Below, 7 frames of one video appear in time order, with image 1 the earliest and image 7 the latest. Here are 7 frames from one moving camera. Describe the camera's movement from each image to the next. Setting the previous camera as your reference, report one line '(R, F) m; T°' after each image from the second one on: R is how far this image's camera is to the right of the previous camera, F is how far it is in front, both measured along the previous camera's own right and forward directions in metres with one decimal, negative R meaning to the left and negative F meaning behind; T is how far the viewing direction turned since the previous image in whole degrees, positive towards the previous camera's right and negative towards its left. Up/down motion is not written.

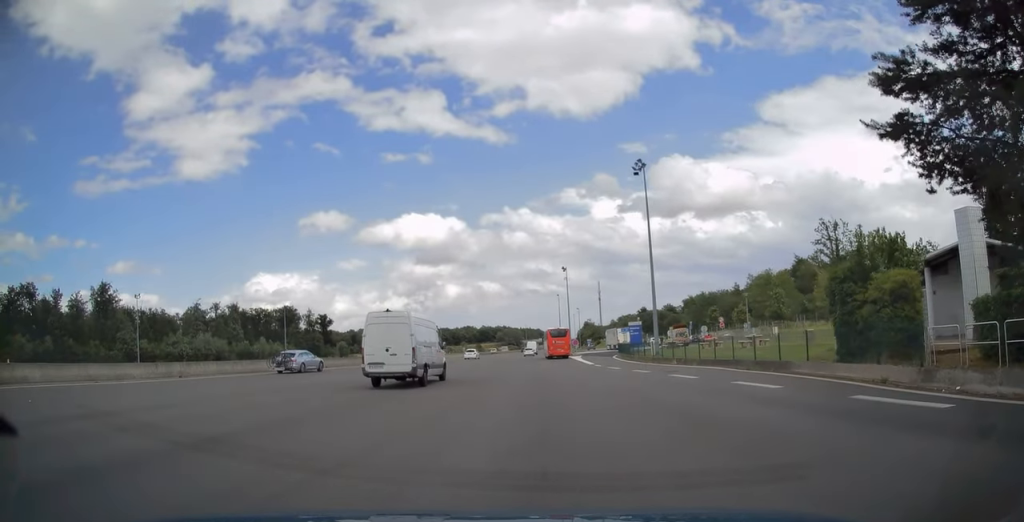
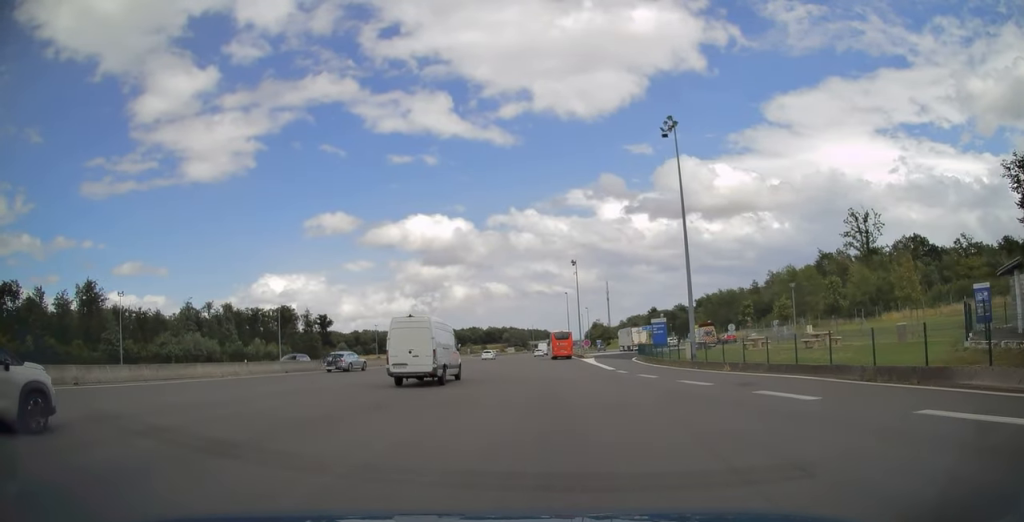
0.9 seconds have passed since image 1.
(-0.1, +10.3) m; -2°
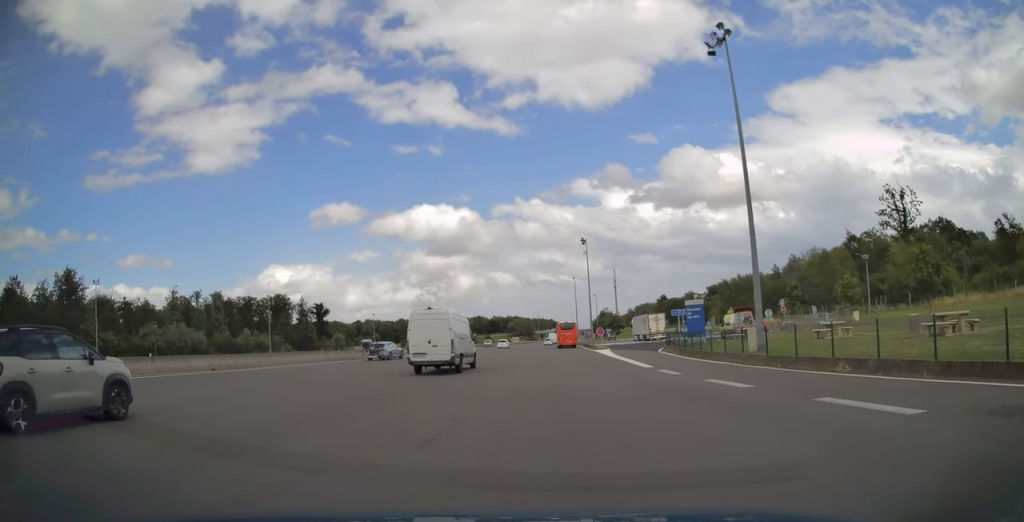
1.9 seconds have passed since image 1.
(-0.2, +11.5) m; 0°
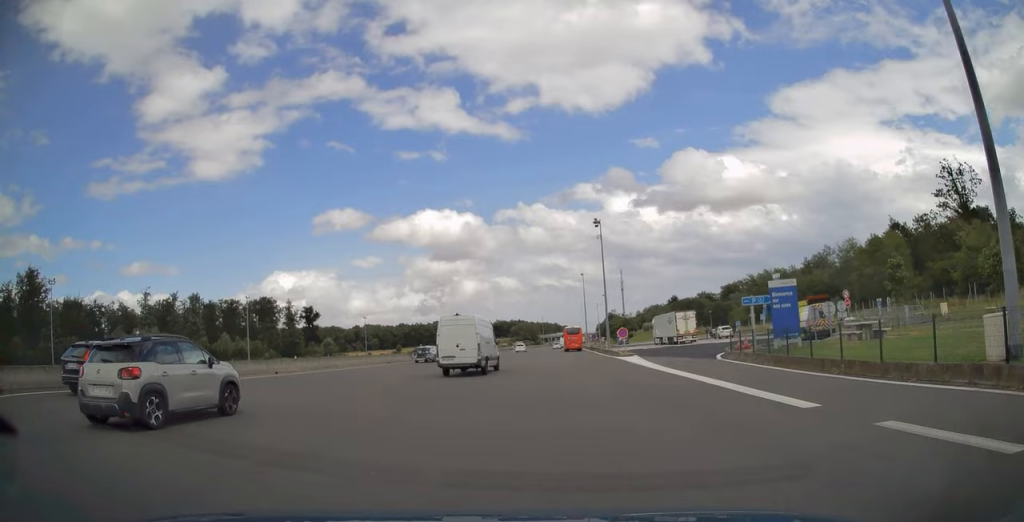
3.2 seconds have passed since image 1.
(+0.2, +17.0) m; 0°
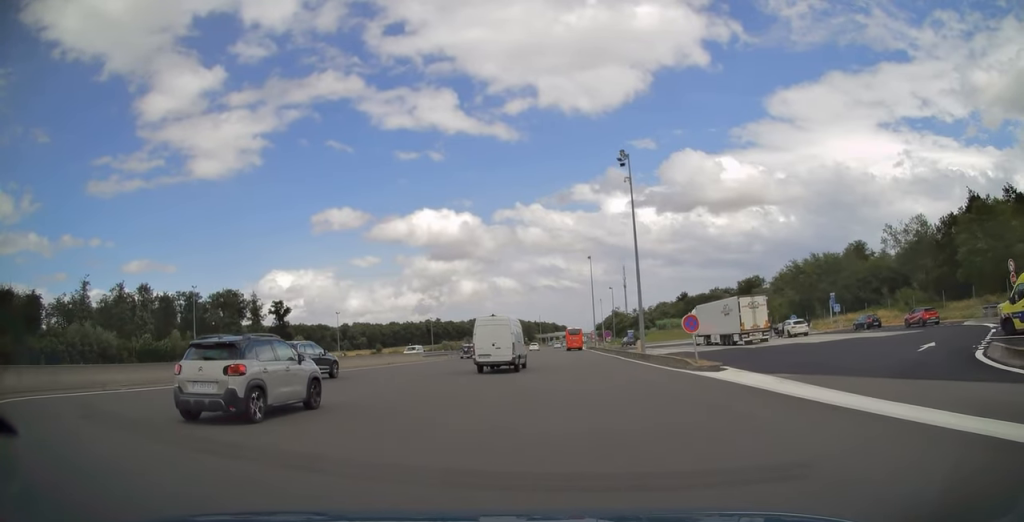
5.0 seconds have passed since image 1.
(0.0, +26.0) m; +1°
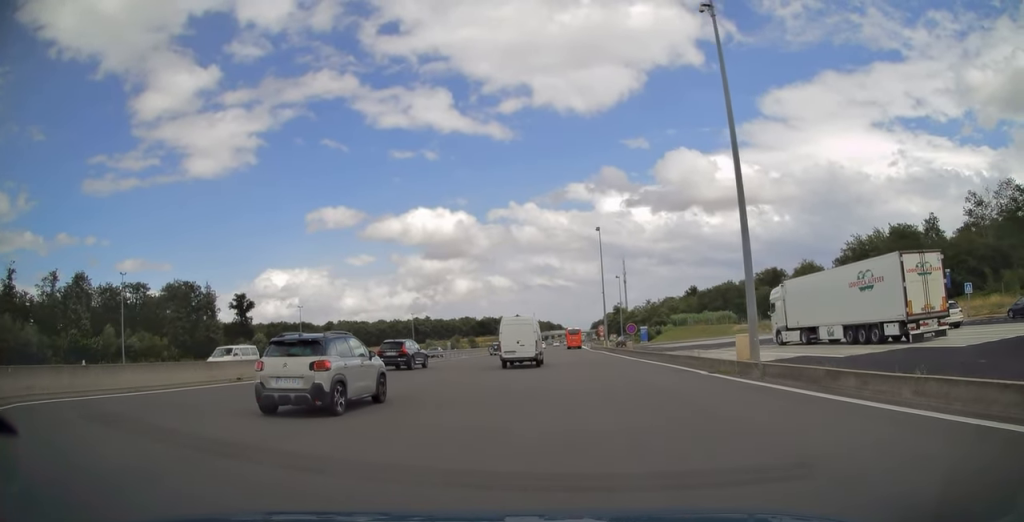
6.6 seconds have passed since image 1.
(+0.2, +25.2) m; 0°
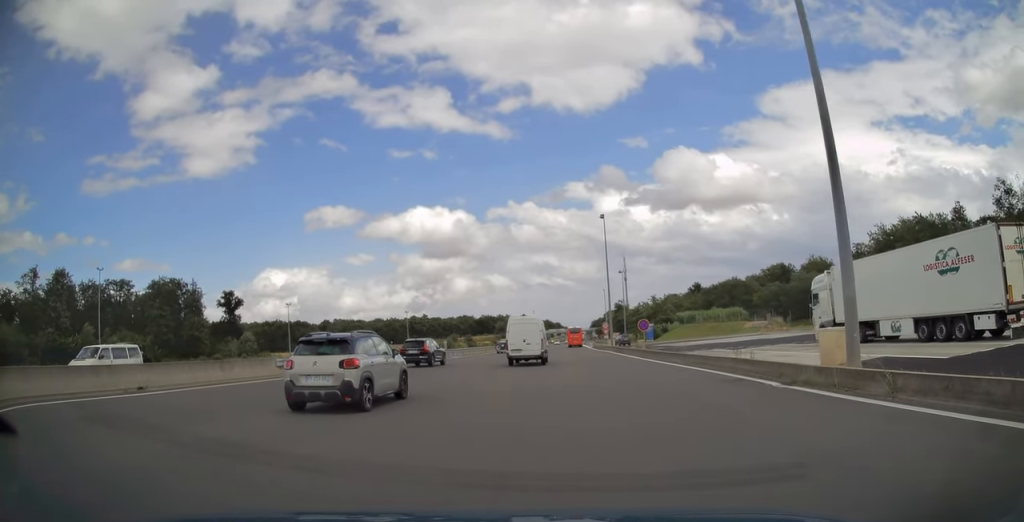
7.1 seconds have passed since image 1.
(0.0, +7.1) m; 0°
